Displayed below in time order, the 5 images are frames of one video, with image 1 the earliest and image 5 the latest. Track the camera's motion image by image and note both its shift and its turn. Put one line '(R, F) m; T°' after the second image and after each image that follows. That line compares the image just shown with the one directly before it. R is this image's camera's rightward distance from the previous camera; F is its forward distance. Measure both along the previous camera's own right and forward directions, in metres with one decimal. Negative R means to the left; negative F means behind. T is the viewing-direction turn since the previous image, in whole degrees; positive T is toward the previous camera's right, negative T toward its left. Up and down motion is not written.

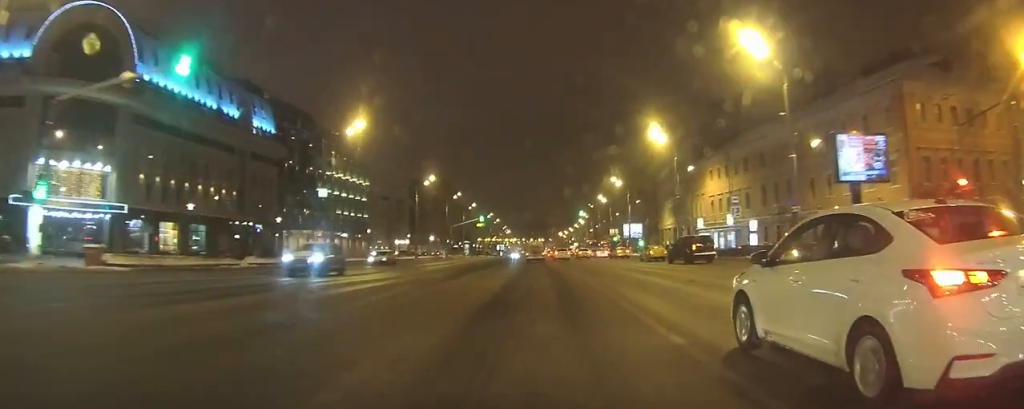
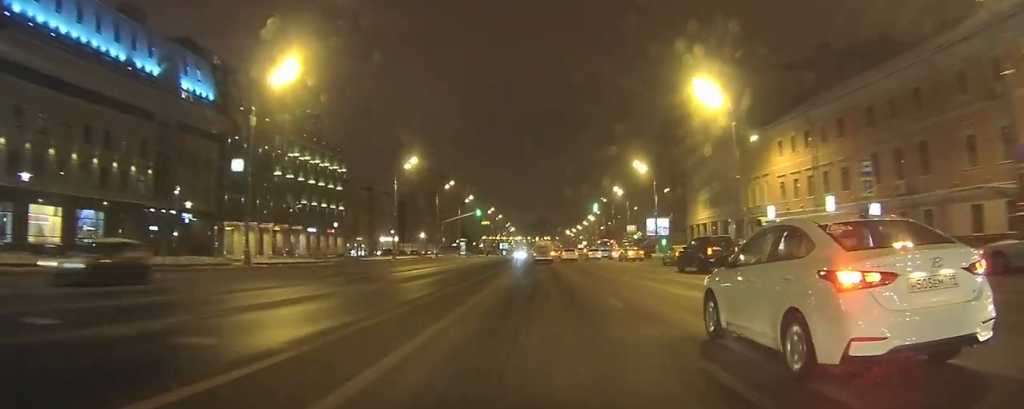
(-0.1, +19.6) m; -1°
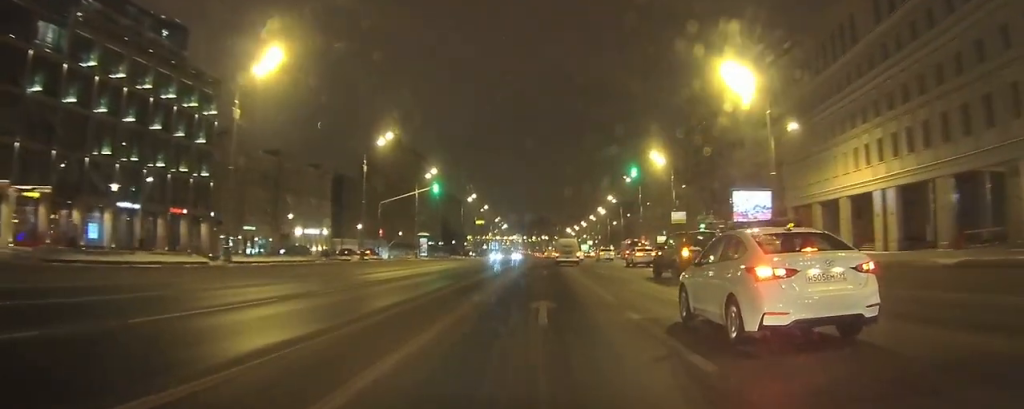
(0.0, +46.1) m; 0°
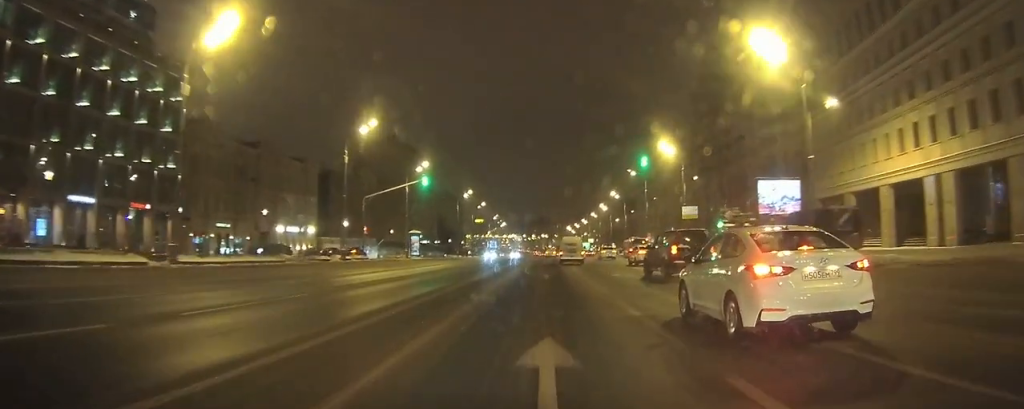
(0.0, +6.5) m; 0°
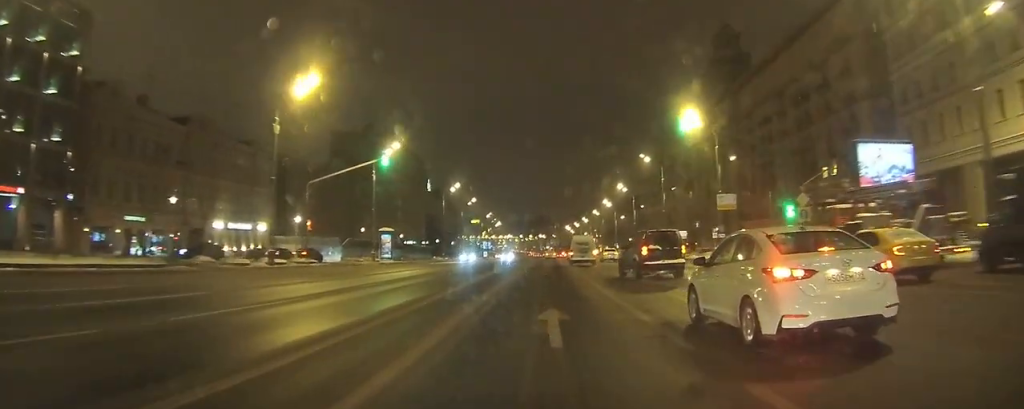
(+0.1, +16.1) m; 0°
